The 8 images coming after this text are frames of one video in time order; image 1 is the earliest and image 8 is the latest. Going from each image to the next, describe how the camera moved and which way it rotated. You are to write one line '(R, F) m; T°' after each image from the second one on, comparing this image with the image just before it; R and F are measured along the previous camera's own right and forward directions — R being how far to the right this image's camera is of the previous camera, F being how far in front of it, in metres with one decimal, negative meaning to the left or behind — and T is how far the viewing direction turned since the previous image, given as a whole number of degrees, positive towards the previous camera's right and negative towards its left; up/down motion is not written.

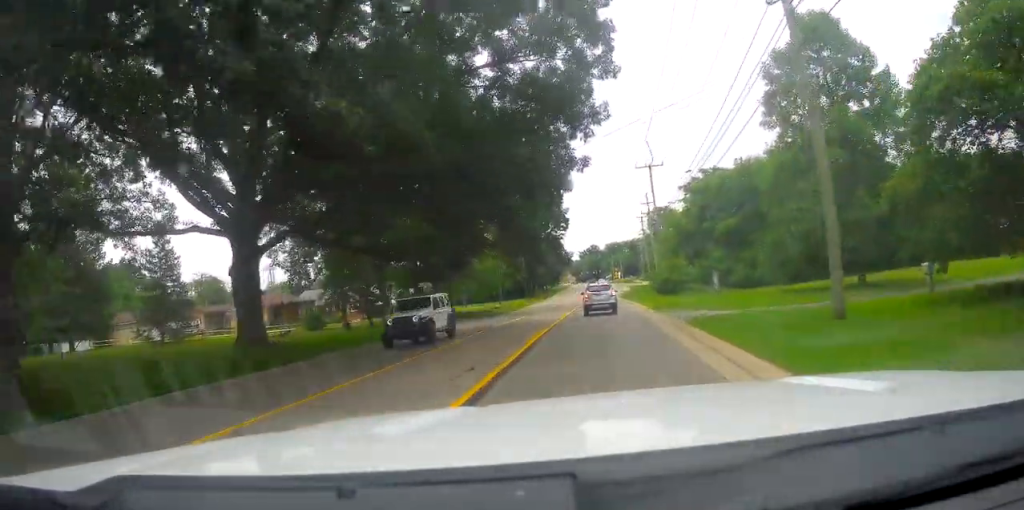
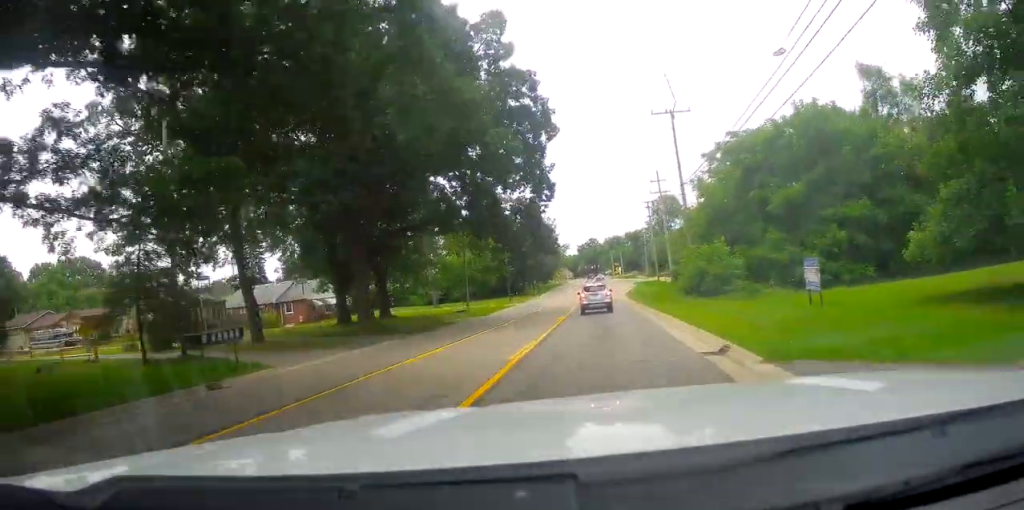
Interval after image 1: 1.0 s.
(-0.2, +19.1) m; -1°
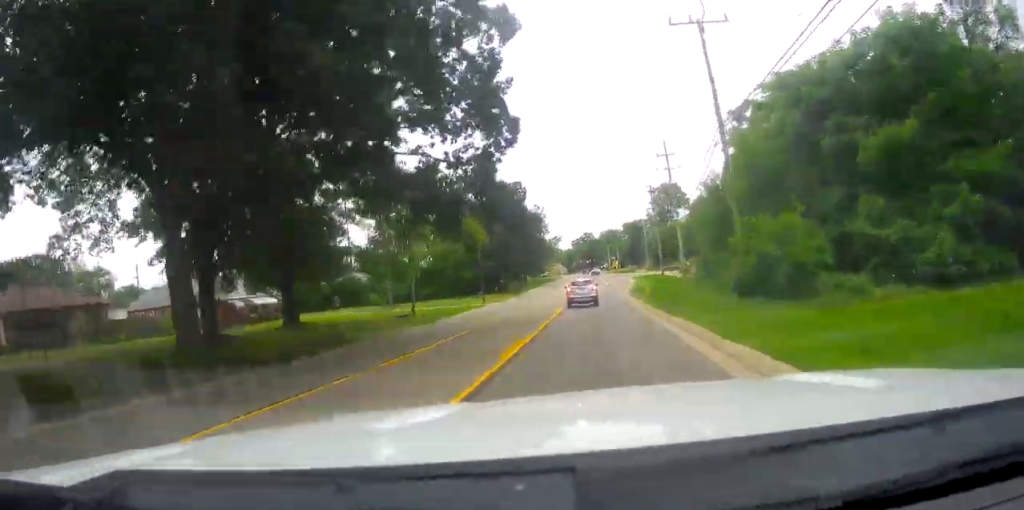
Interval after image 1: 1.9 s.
(-0.1, +15.9) m; 0°
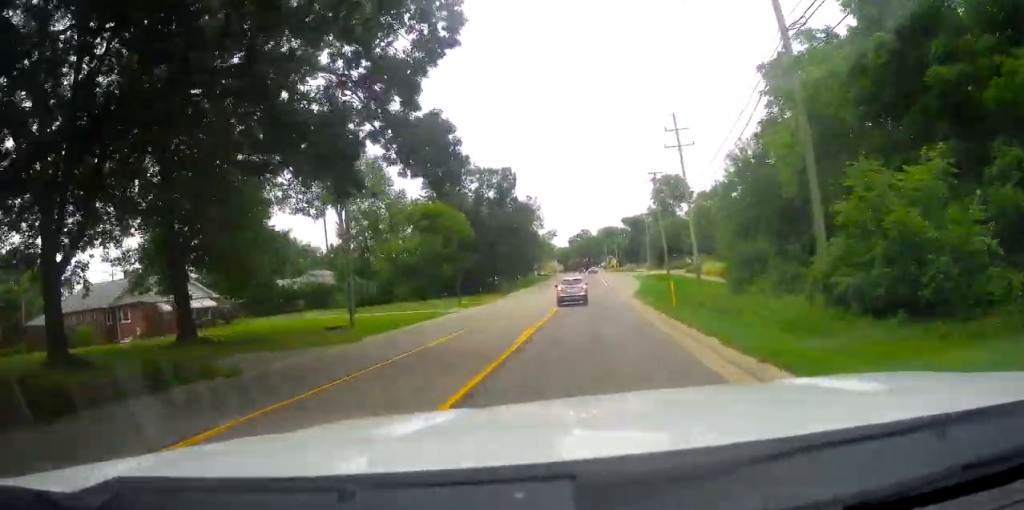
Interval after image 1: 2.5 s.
(+0.3, +10.4) m; -1°
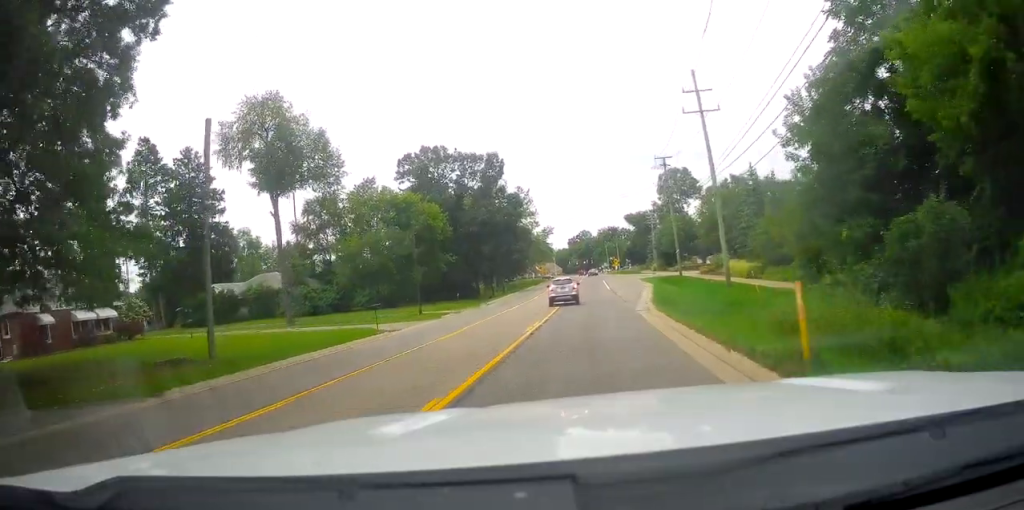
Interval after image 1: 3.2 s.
(-0.3, +12.9) m; -2°
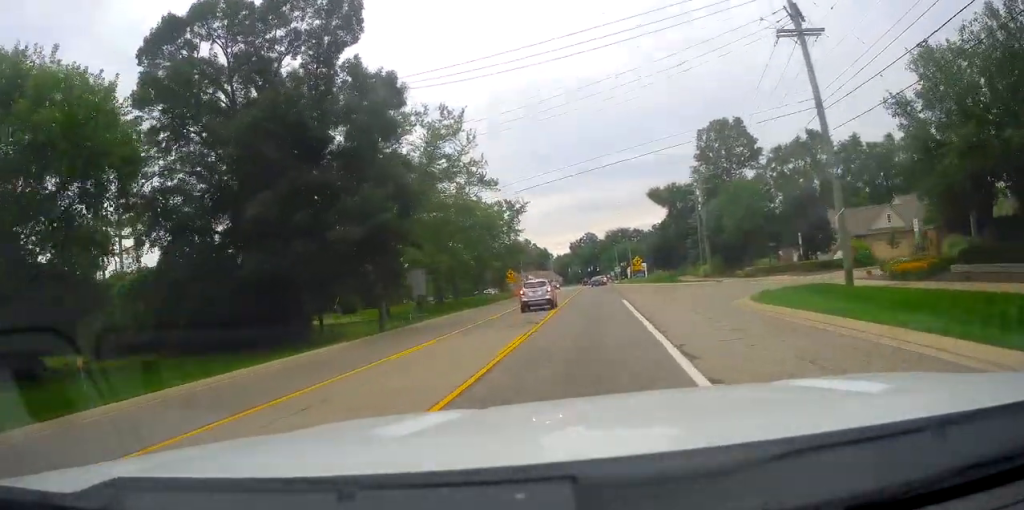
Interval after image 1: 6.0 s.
(+1.1, +51.7) m; +3°
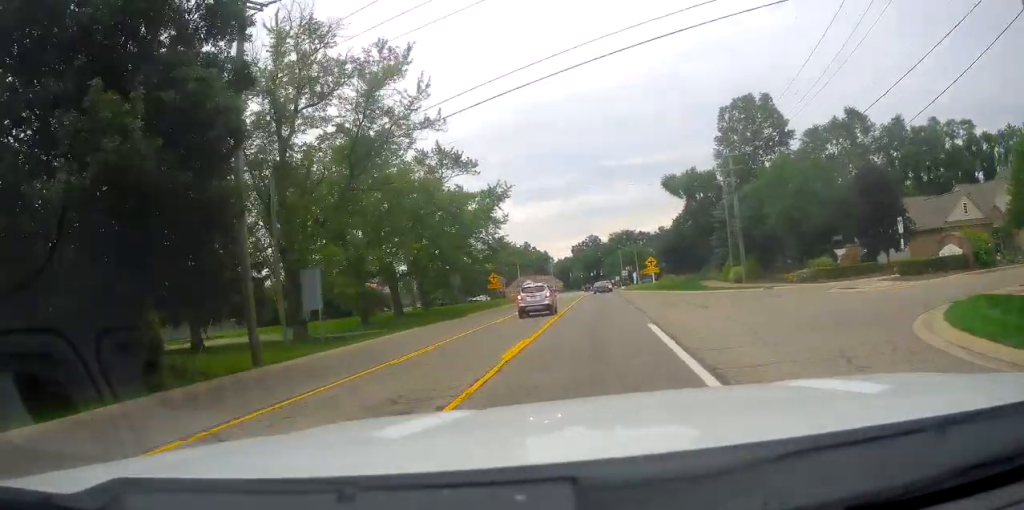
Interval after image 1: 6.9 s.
(-0.1, +16.2) m; -1°
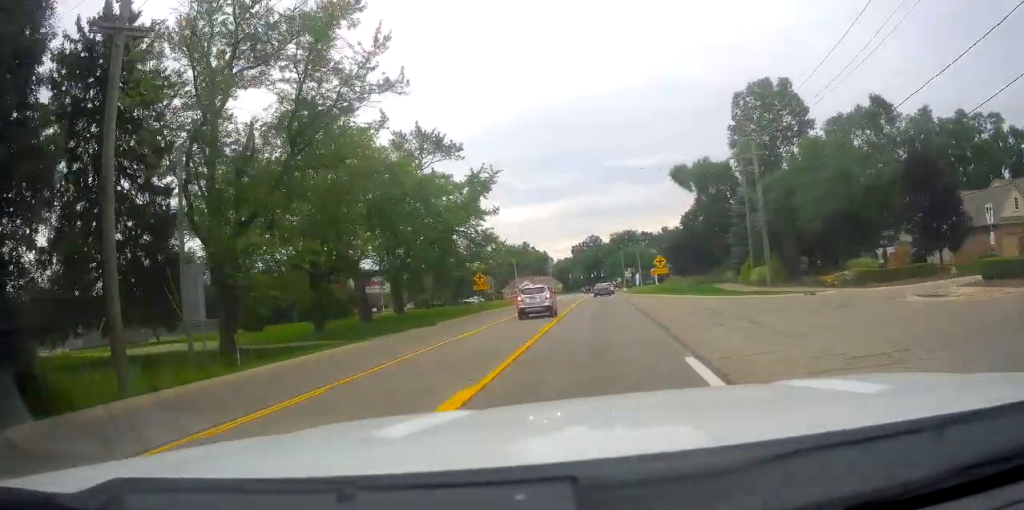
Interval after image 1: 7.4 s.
(-0.2, +8.9) m; 0°
